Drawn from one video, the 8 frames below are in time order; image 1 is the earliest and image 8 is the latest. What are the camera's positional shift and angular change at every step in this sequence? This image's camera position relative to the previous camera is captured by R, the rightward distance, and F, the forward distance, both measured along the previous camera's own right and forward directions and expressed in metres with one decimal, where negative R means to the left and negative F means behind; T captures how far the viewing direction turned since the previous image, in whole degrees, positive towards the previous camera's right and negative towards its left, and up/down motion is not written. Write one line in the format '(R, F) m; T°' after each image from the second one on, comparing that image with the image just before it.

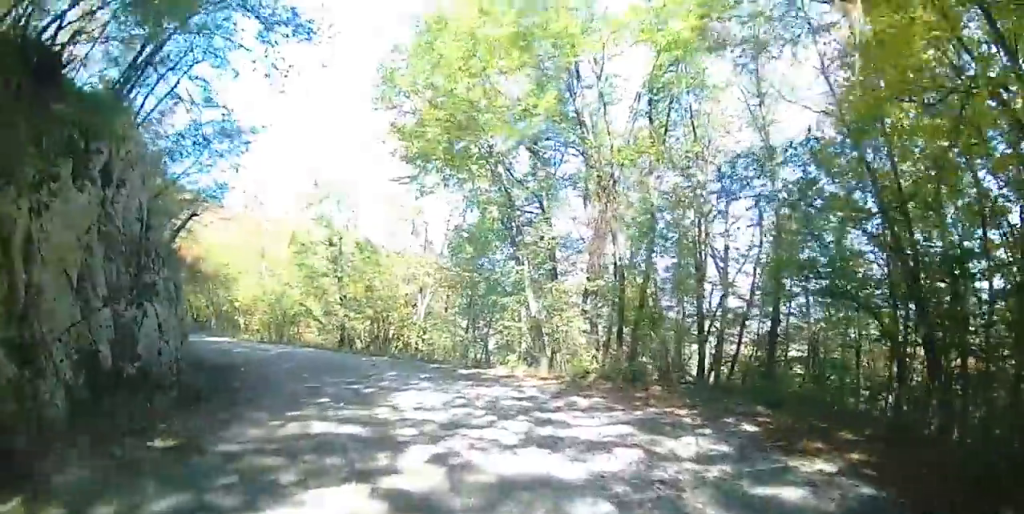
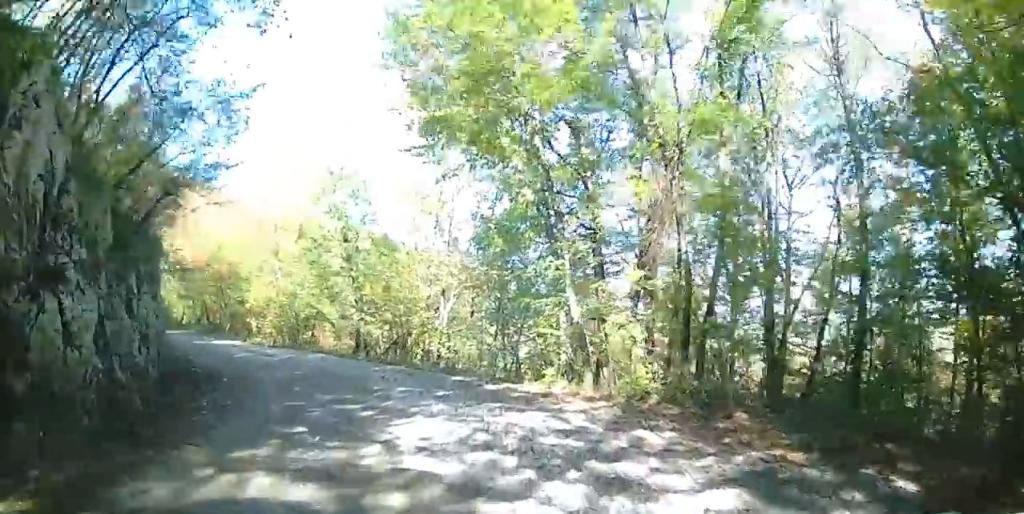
(-0.1, +3.0) m; -2°
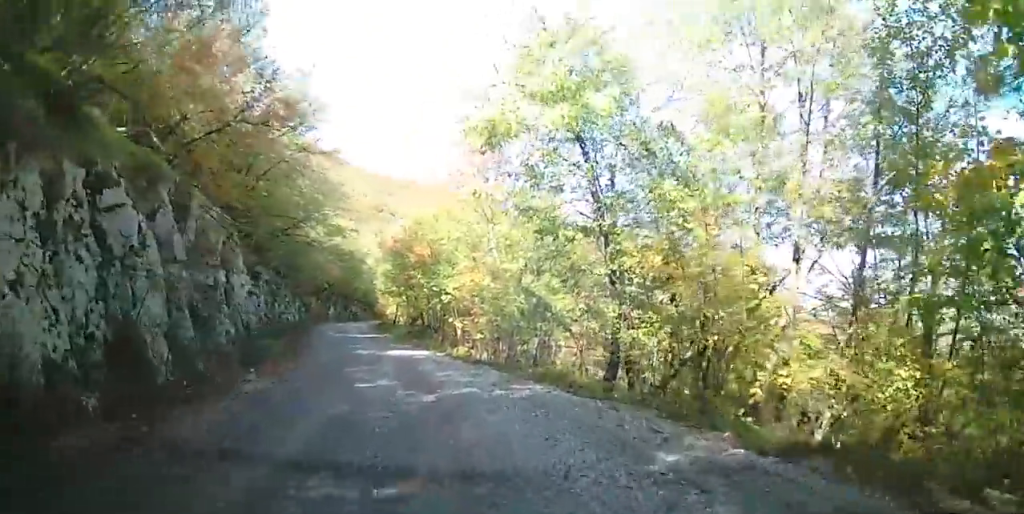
(-1.2, +12.8) m; -23°
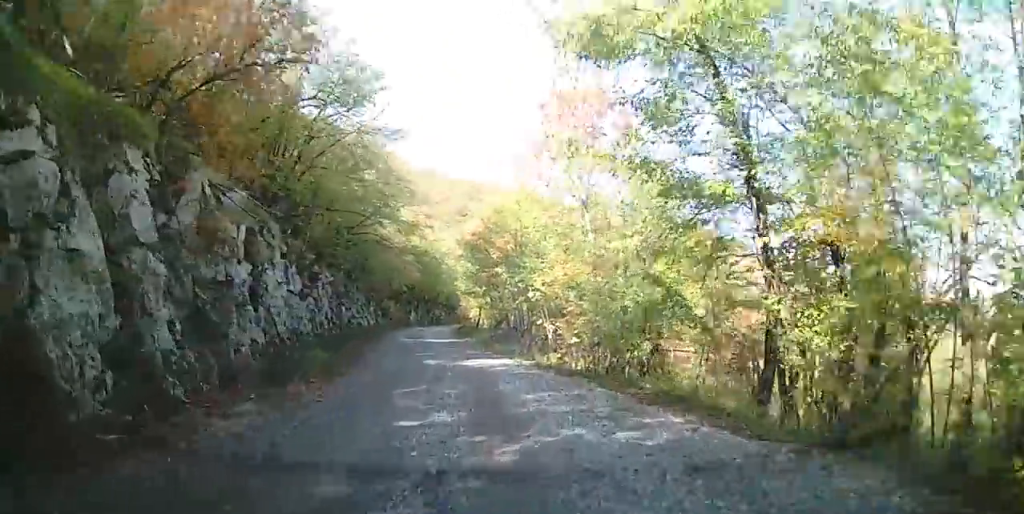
(-0.9, +4.0) m; -7°
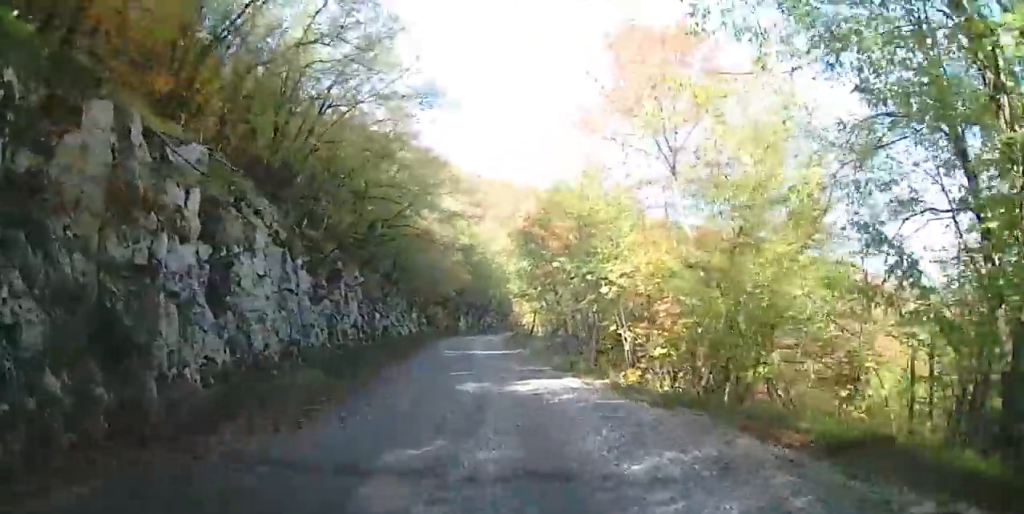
(-0.3, +4.7) m; -2°
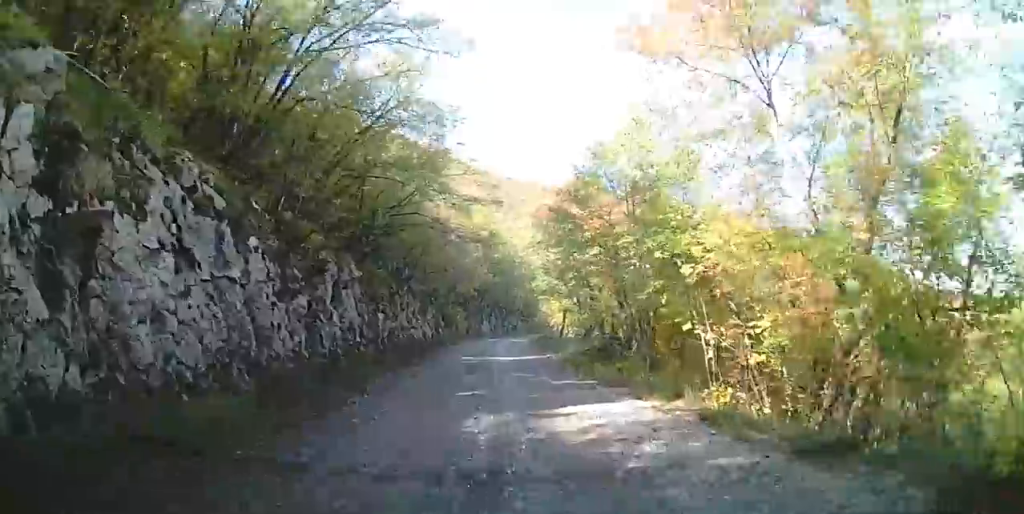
(+0.1, +4.8) m; +2°
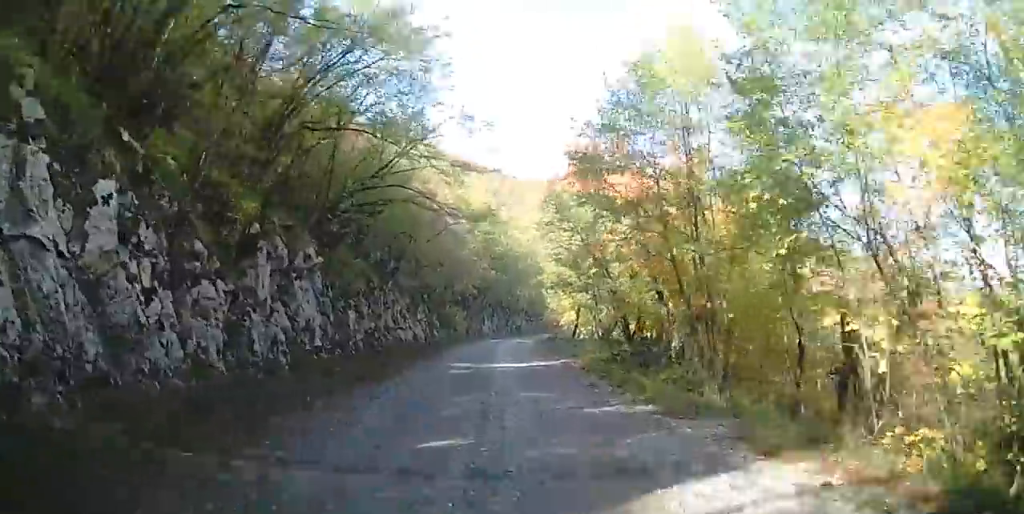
(+0.1, +5.7) m; 0°
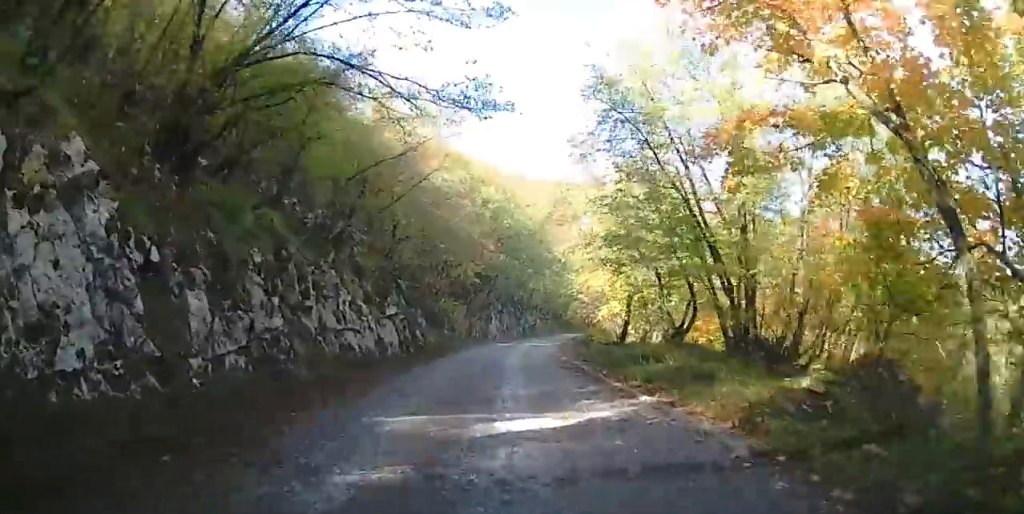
(-0.2, +11.9) m; +1°
